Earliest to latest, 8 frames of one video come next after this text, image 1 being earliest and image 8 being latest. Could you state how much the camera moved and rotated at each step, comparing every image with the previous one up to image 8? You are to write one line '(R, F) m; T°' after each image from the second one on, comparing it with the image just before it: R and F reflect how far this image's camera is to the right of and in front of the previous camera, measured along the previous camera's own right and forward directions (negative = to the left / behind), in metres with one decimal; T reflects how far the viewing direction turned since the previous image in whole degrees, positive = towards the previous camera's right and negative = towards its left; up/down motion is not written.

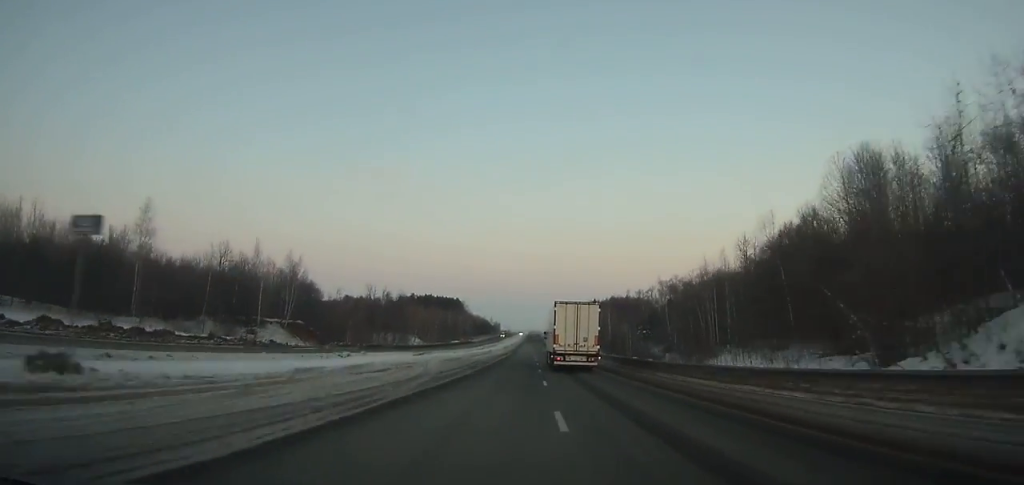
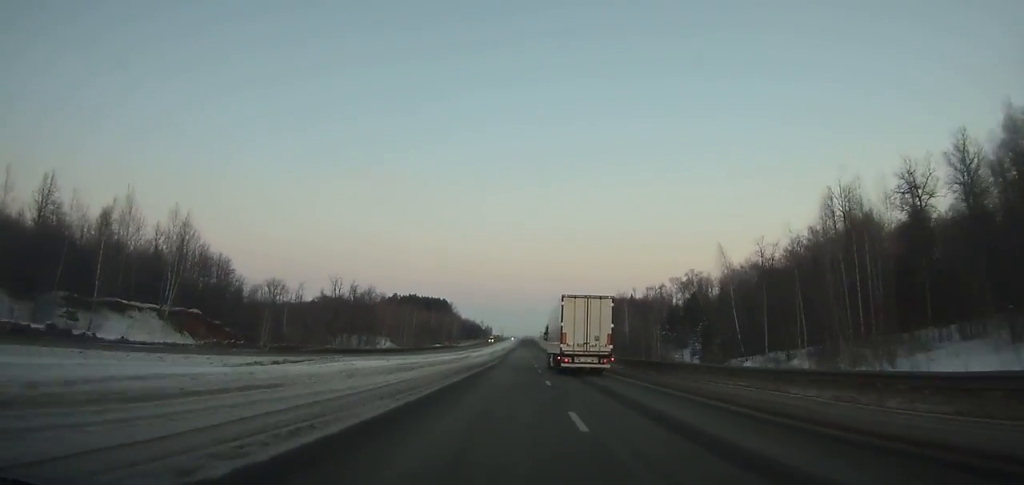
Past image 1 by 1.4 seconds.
(0.0, +36.3) m; 0°
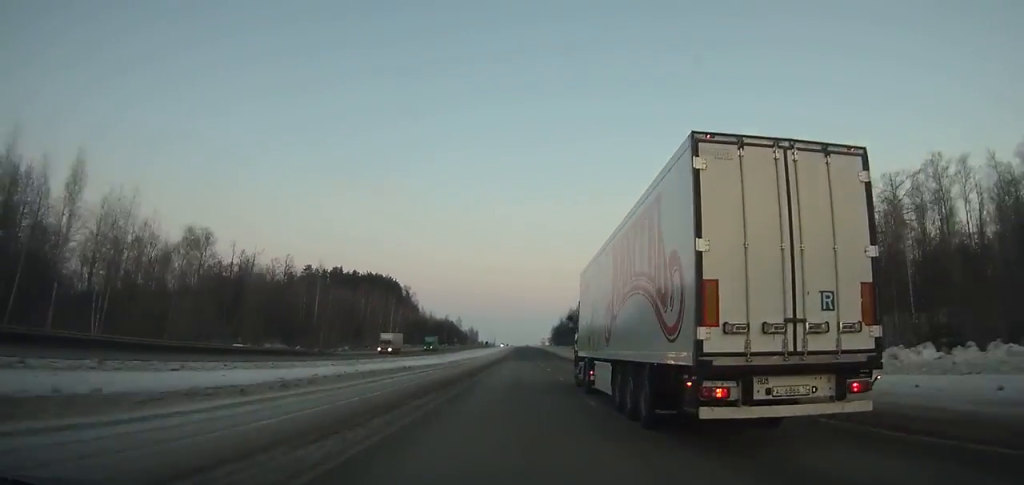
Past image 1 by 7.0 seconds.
(+0.6, +152.1) m; +1°
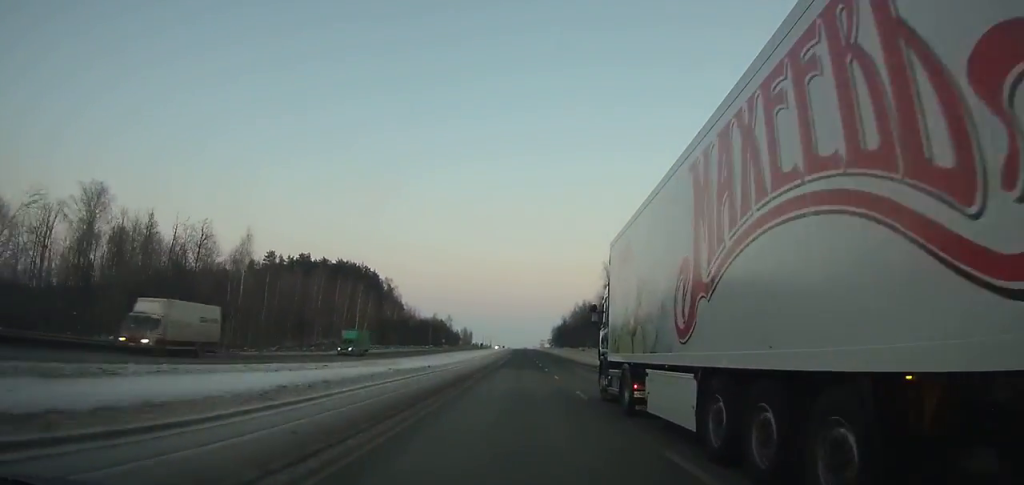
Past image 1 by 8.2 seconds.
(+0.1, +33.5) m; 0°
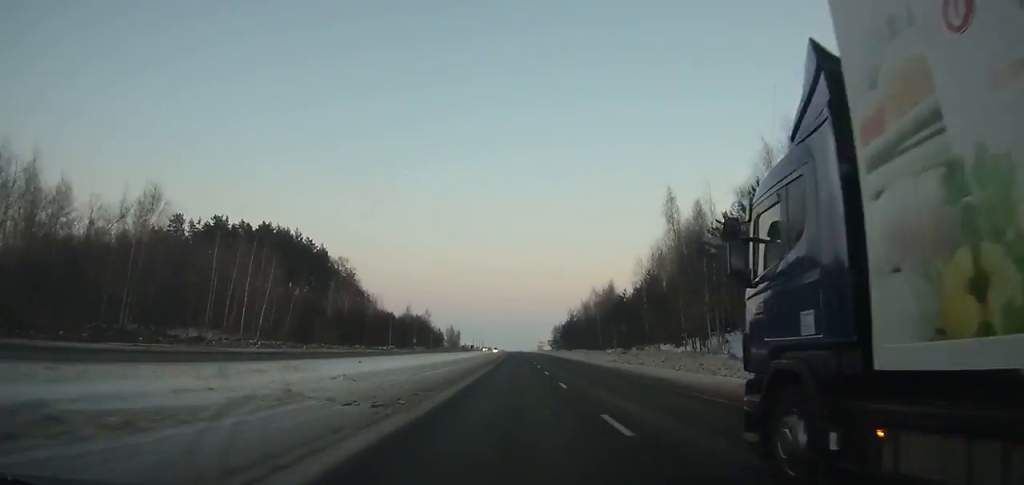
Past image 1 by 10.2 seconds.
(+0.2, +56.0) m; +1°
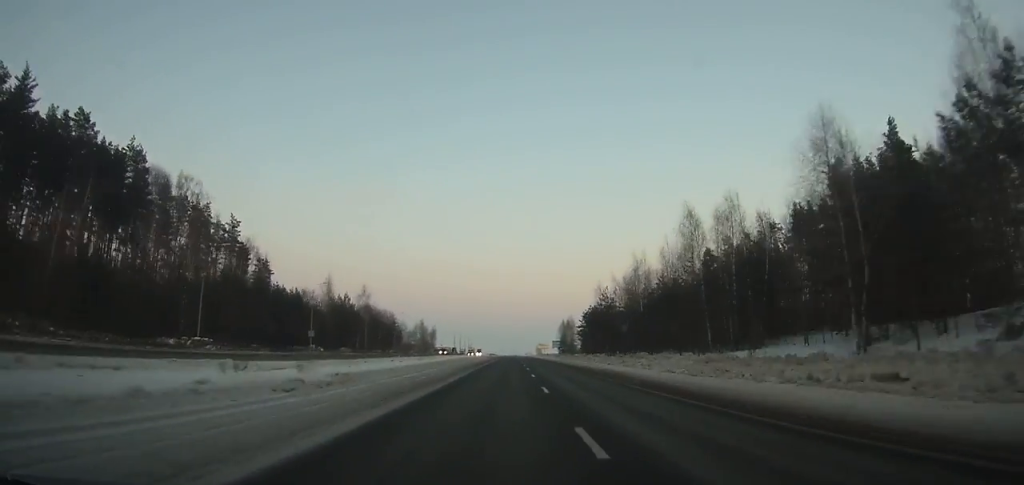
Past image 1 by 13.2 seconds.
(+0.6, +84.4) m; +1°
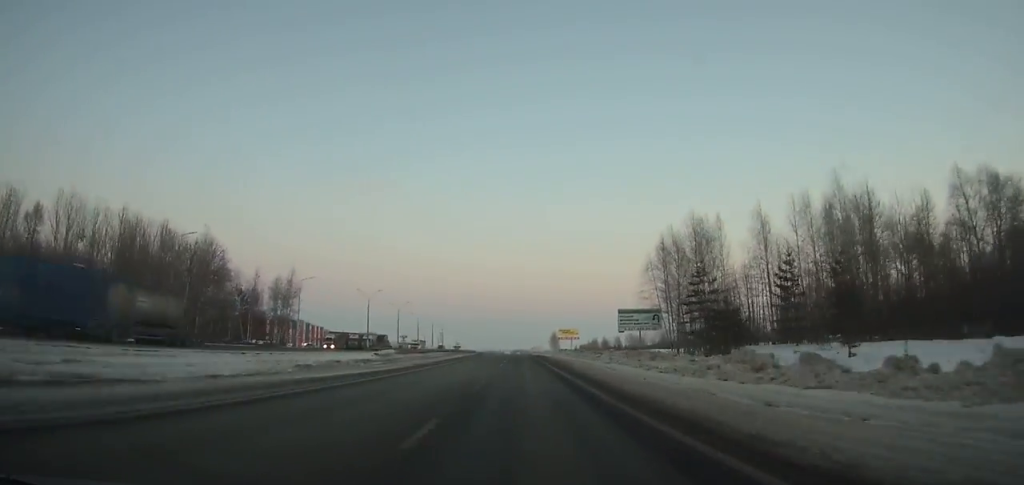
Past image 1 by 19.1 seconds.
(-1.1, +164.0) m; -1°
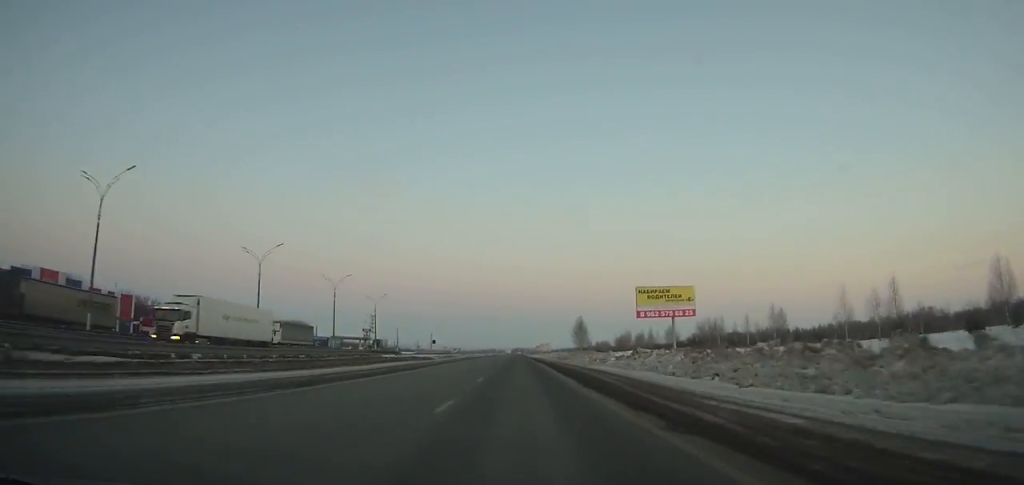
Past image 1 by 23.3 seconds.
(-0.5, +115.0) m; -1°
